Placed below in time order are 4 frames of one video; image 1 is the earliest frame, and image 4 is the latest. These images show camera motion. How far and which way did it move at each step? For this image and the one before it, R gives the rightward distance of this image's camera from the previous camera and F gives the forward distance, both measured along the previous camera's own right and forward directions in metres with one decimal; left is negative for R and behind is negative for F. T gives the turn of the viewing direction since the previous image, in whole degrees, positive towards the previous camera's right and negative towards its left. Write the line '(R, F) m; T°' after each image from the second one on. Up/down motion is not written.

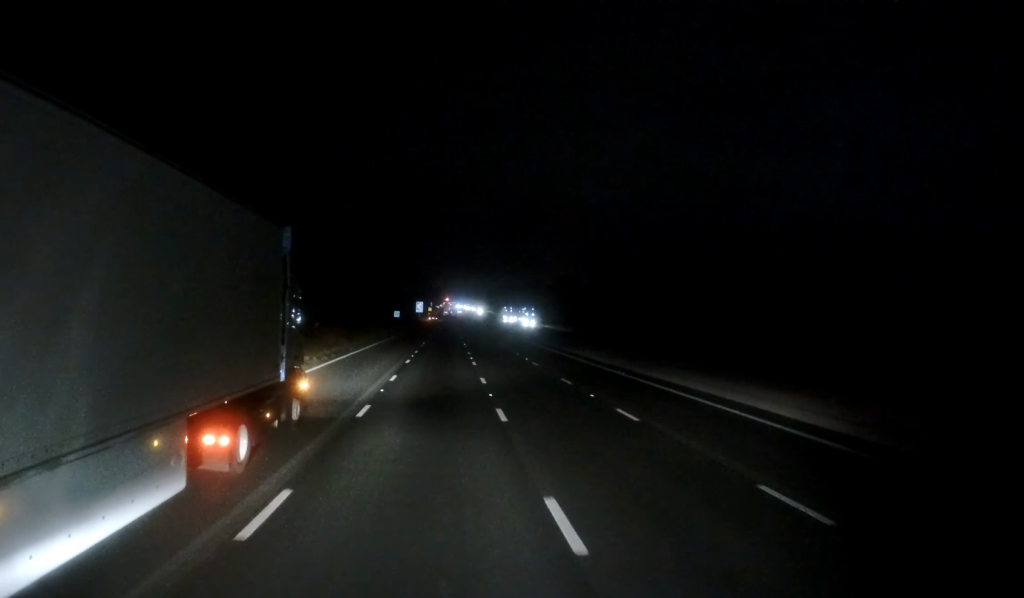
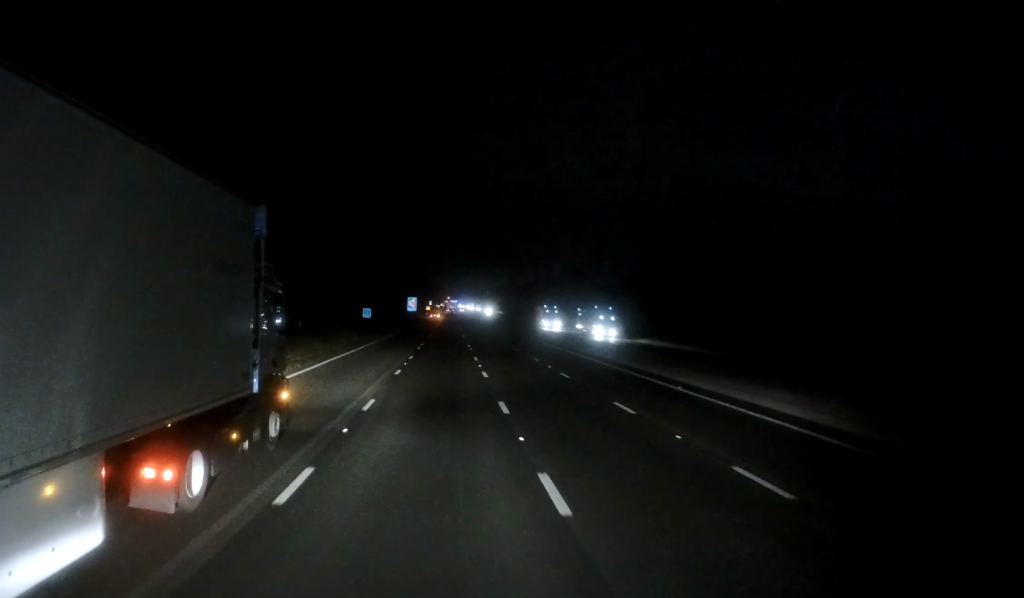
(-0.3, +43.2) m; 0°
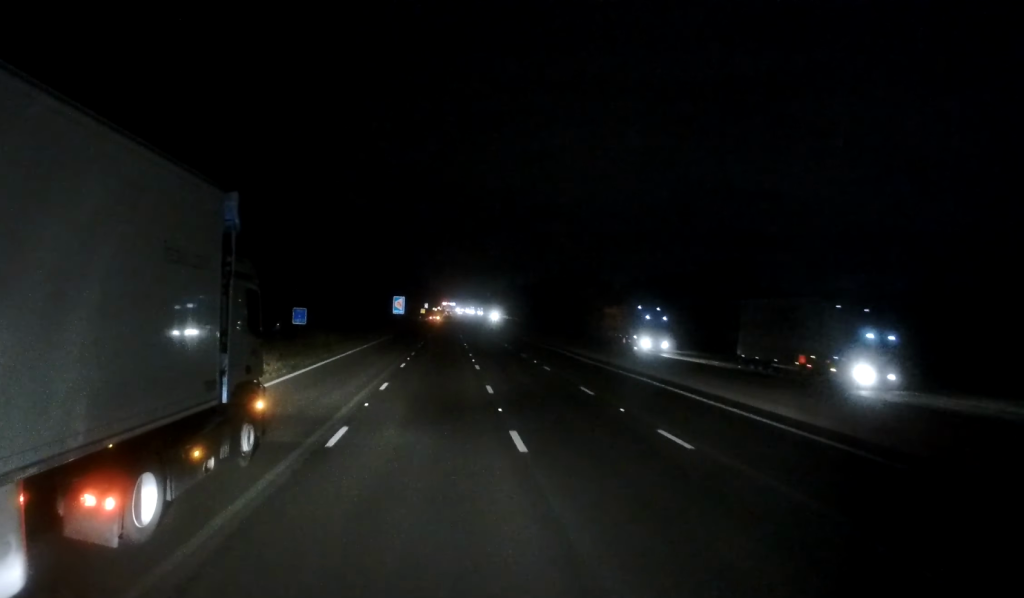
(+0.1, +31.7) m; -1°
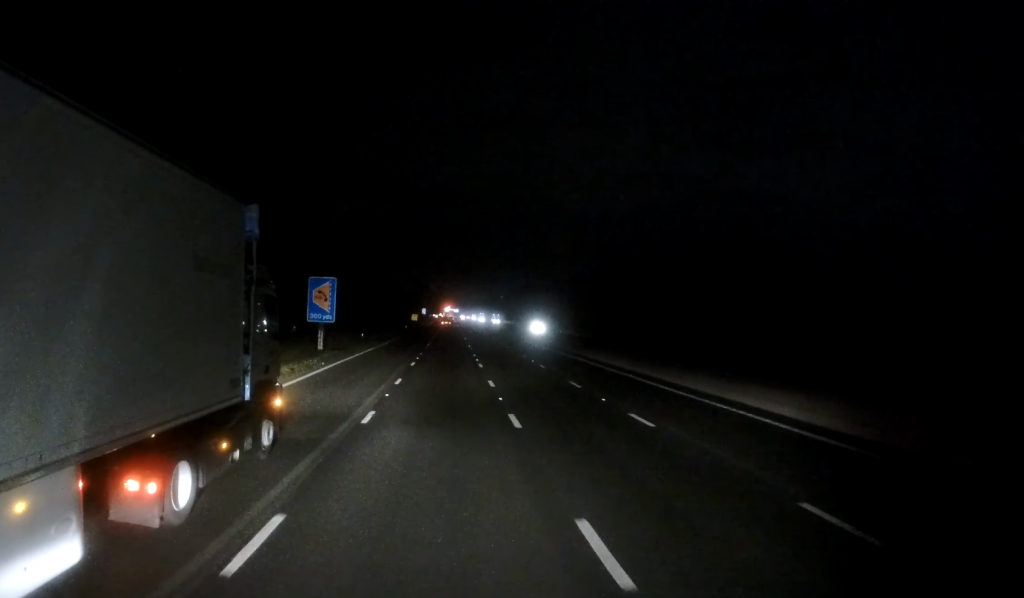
(+0.1, +68.5) m; 0°
